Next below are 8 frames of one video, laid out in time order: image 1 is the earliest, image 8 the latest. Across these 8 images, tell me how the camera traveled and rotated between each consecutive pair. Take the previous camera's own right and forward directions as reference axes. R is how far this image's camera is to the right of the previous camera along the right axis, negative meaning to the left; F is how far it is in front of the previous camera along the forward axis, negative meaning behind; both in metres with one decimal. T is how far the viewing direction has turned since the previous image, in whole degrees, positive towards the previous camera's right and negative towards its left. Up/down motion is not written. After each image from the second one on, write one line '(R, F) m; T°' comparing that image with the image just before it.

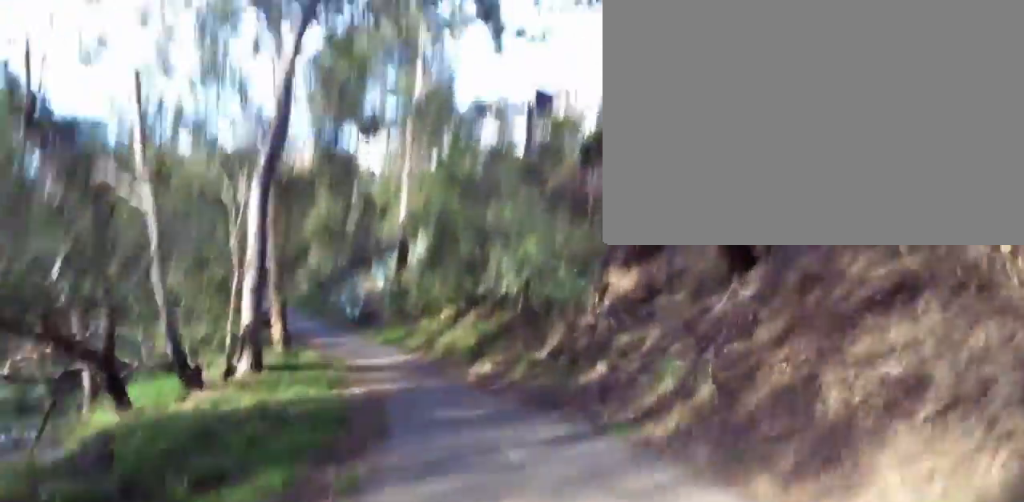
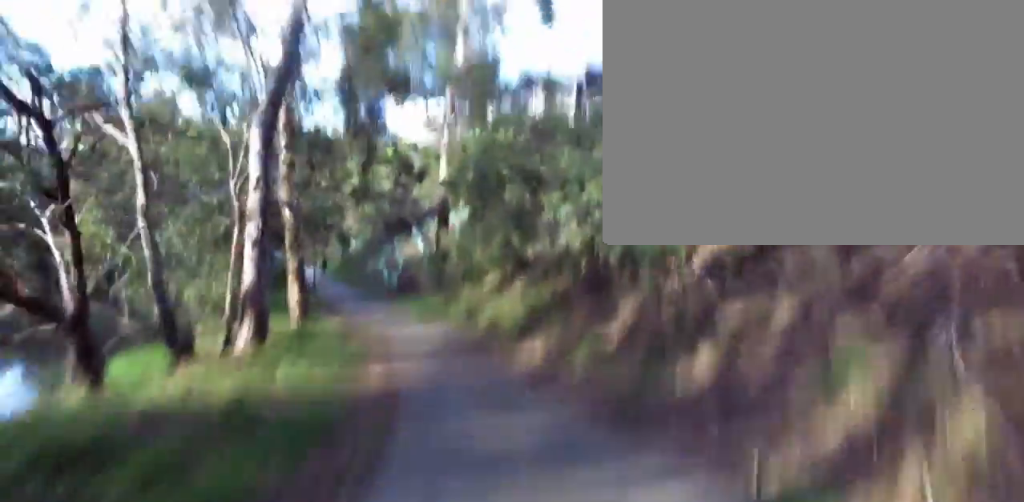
(+0.1, +3.8) m; -2°
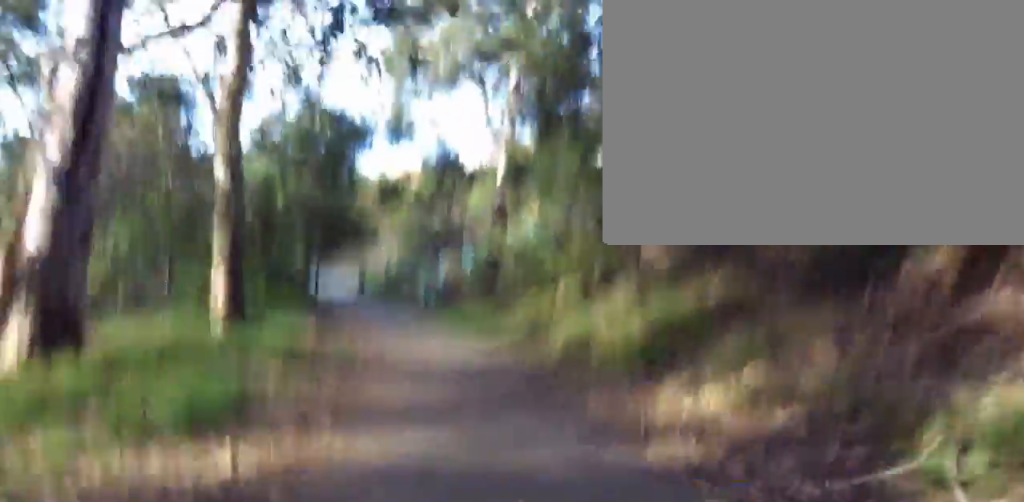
(-0.5, +9.4) m; -11°
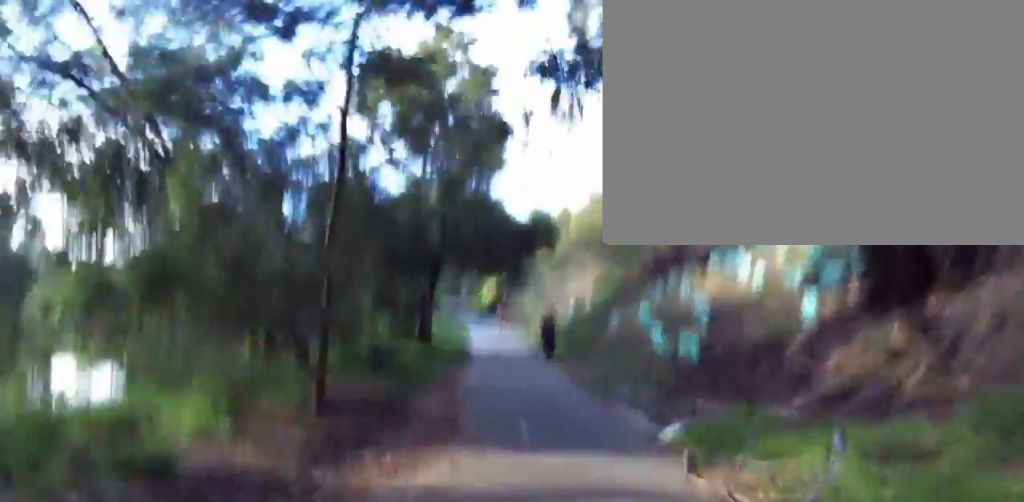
(-2.9, +16.3) m; -14°
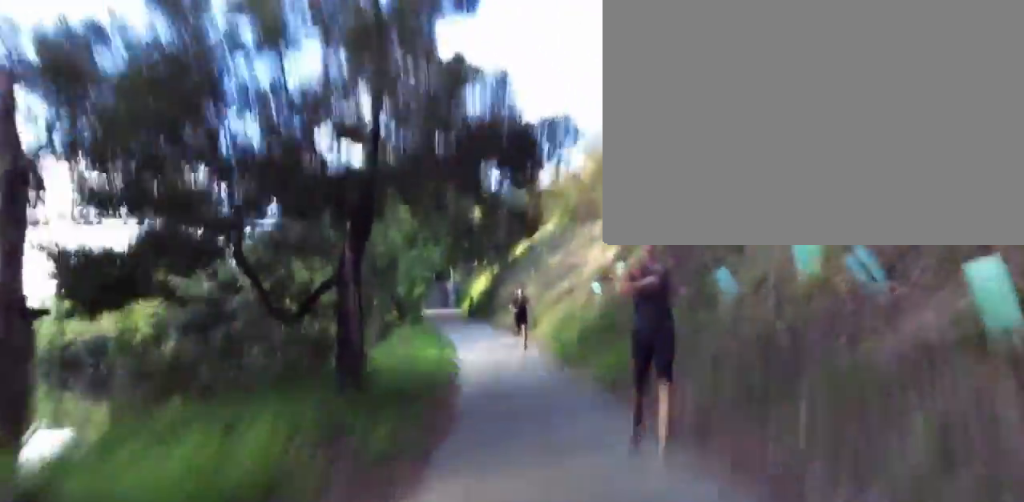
(0.0, +8.8) m; -1°
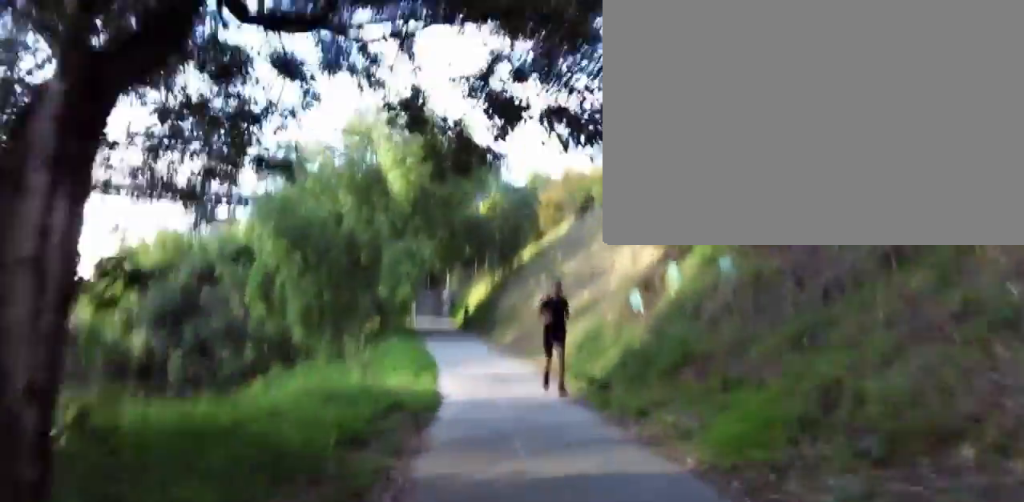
(0.0, +5.7) m; -1°
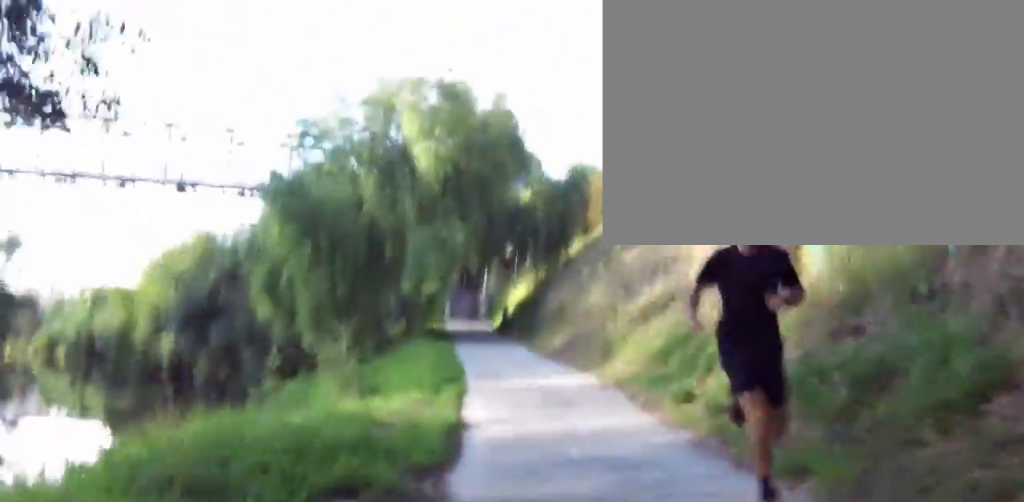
(-0.1, +4.4) m; -1°
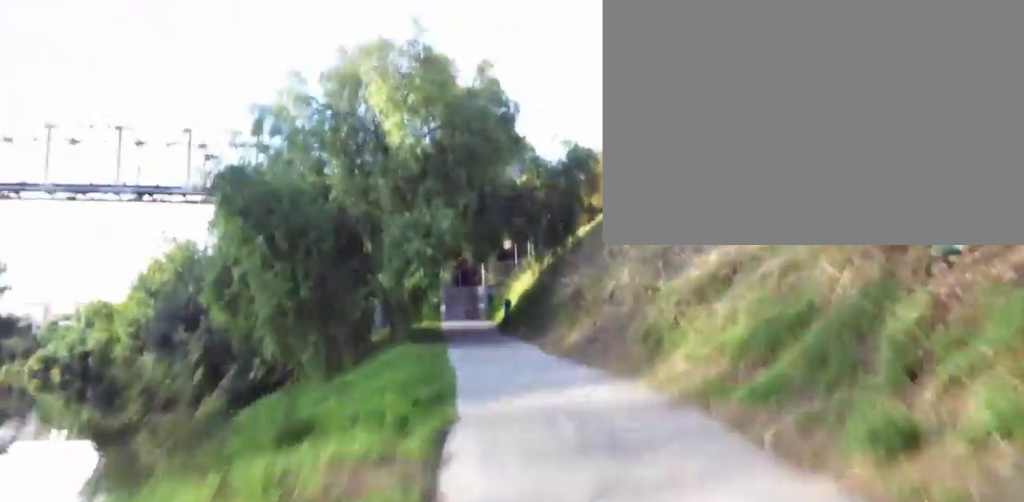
(-0.1, +4.1) m; -1°
